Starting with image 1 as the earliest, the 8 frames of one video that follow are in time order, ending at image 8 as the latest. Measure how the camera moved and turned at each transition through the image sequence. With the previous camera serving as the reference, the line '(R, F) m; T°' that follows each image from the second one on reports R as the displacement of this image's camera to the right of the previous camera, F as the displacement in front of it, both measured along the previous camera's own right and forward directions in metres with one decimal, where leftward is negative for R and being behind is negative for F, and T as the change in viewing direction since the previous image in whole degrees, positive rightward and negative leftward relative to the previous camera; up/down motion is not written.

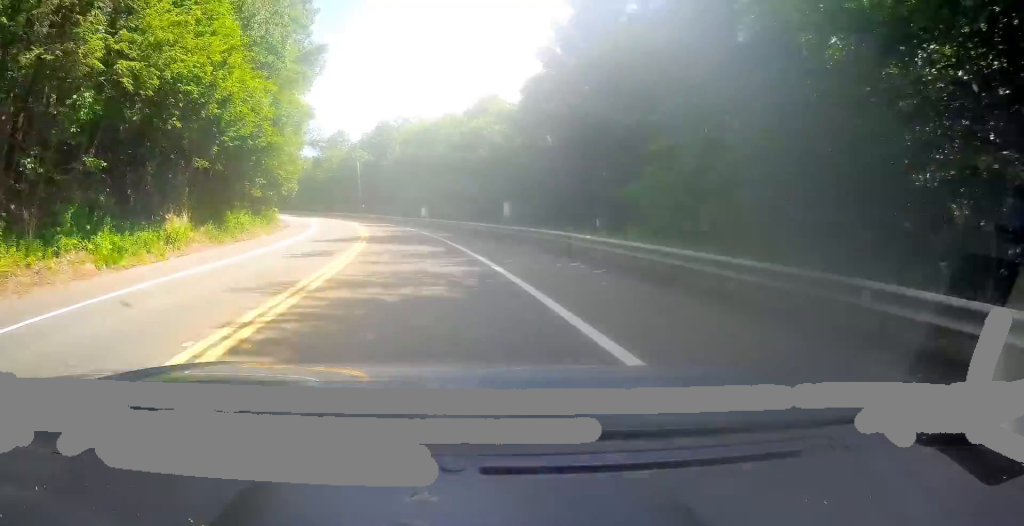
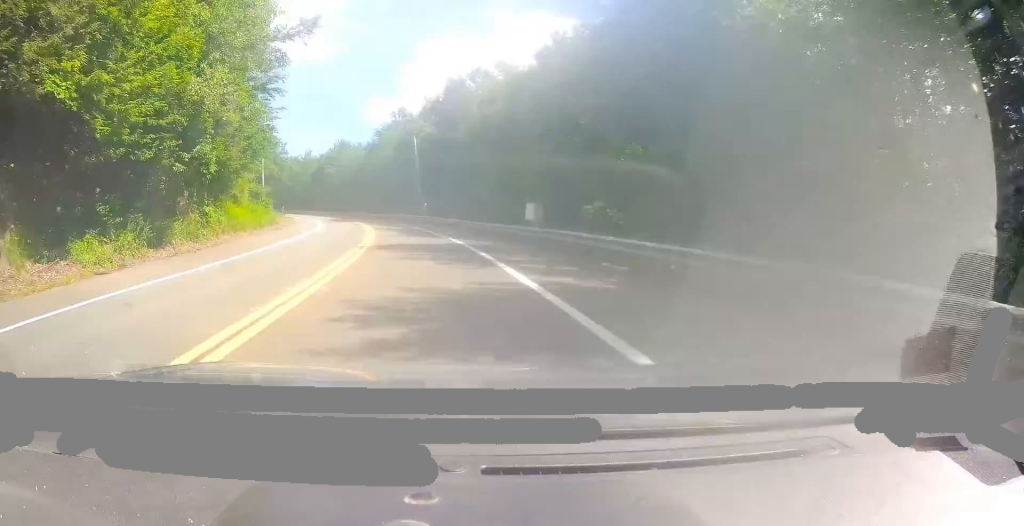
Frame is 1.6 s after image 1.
(-2.5, +32.6) m; -8°
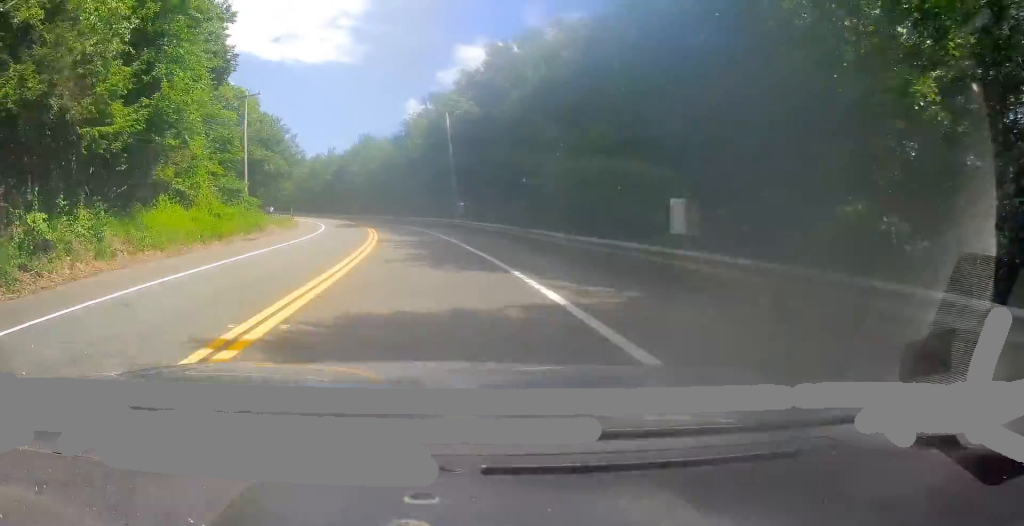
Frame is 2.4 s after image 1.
(-0.4, +15.9) m; -4°
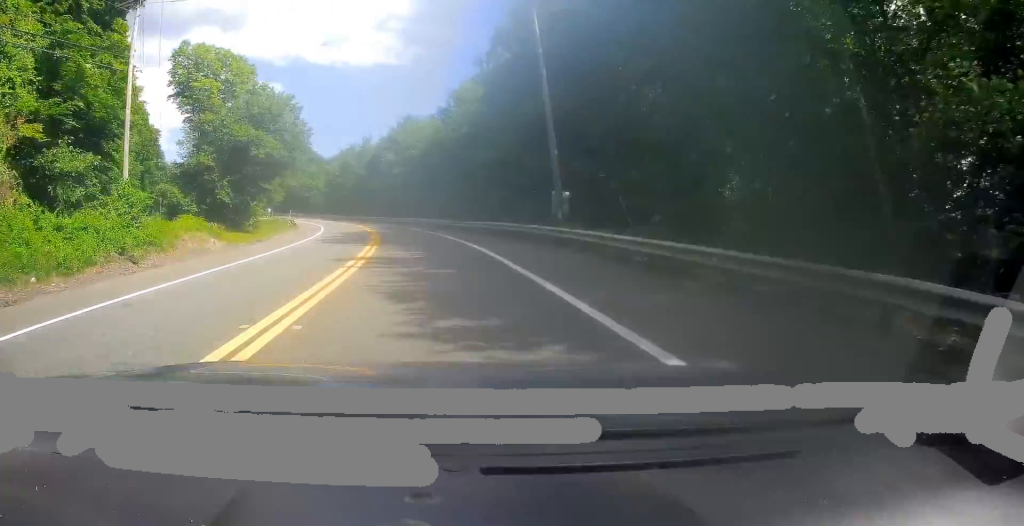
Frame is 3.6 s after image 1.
(-1.5, +24.0) m; -7°
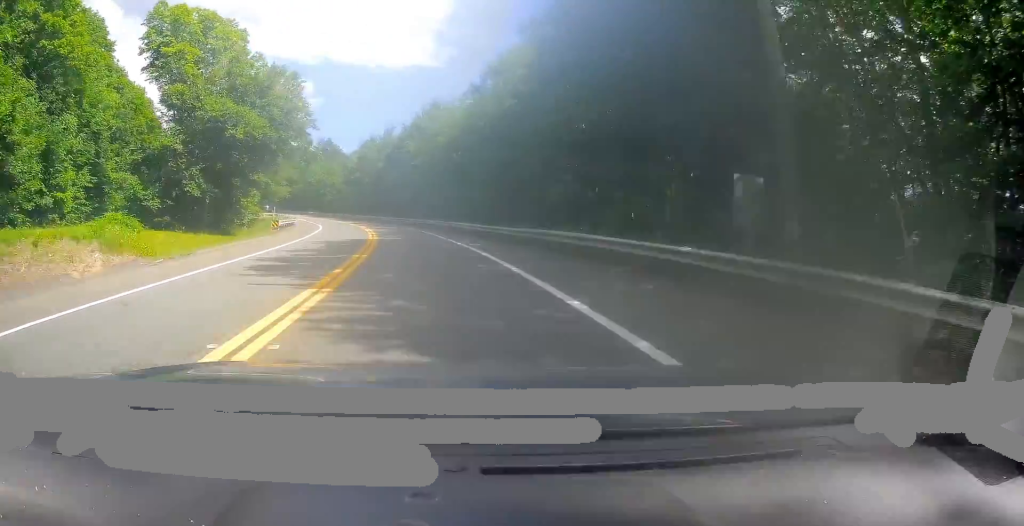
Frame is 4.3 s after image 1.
(-0.5, +14.2) m; -4°
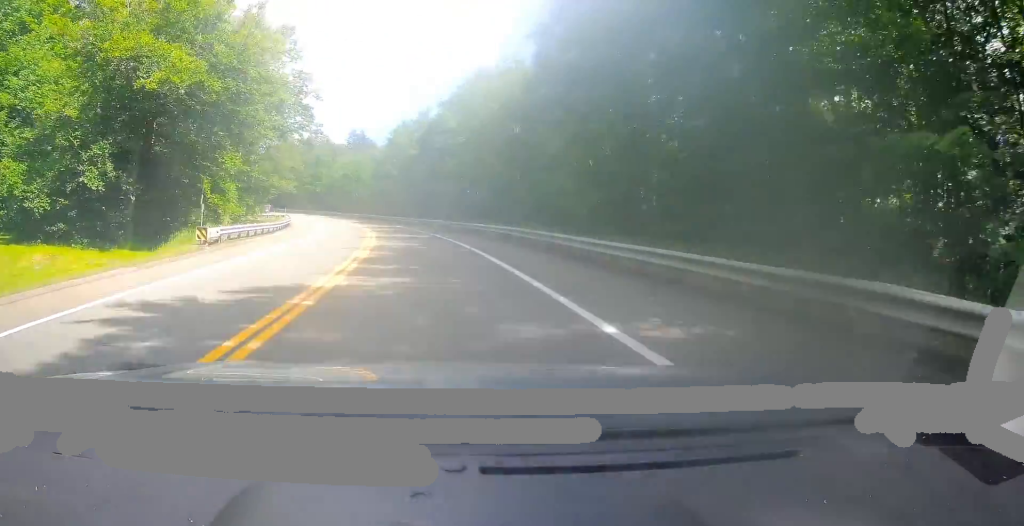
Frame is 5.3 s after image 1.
(-0.8, +18.9) m; -4°
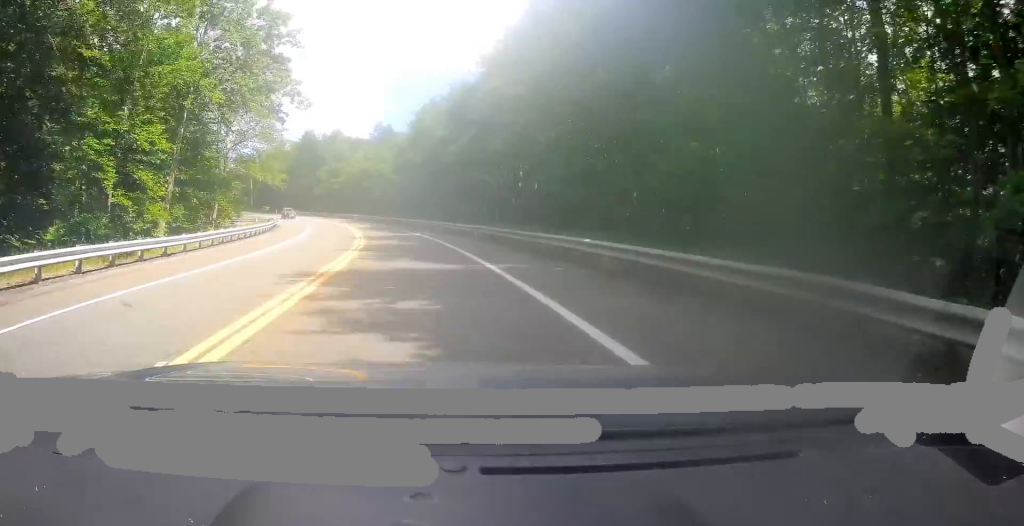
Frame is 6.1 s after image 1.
(-0.6, +17.6) m; -4°
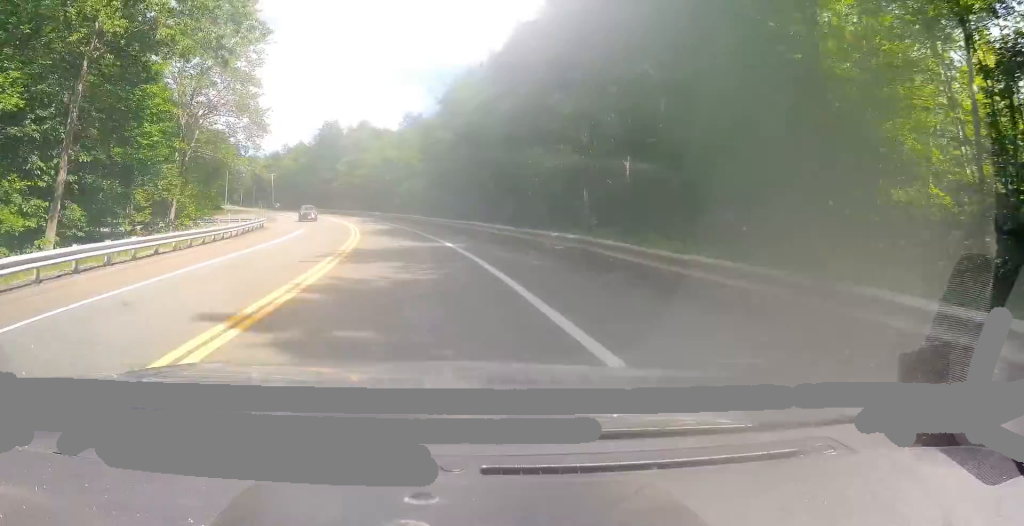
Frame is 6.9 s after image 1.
(-0.1, +15.1) m; -4°
